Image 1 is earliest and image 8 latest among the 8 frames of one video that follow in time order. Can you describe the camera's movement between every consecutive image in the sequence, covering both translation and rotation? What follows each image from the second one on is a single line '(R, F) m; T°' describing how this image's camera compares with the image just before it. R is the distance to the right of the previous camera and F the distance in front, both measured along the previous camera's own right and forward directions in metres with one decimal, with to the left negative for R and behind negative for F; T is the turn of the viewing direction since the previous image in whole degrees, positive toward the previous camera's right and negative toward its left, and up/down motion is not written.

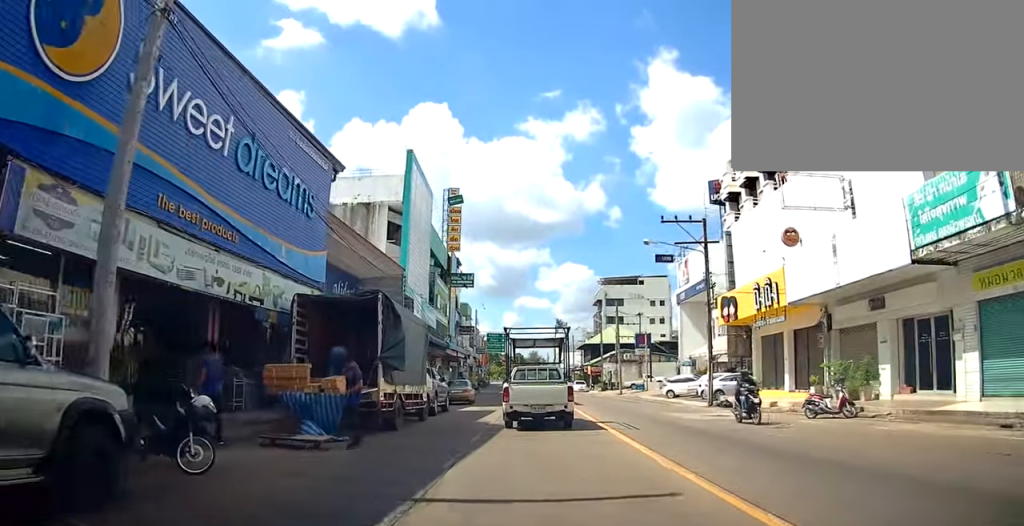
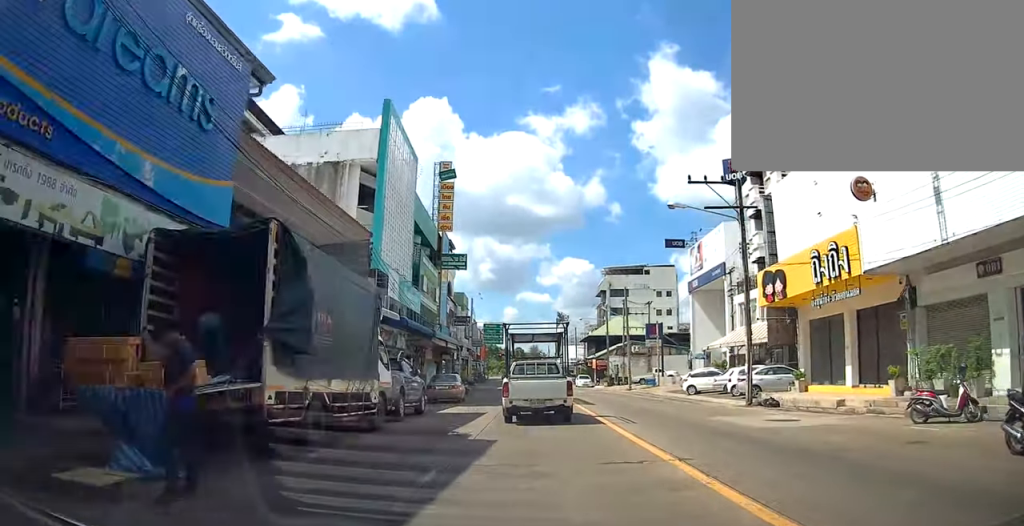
(0.0, +5.6) m; 0°
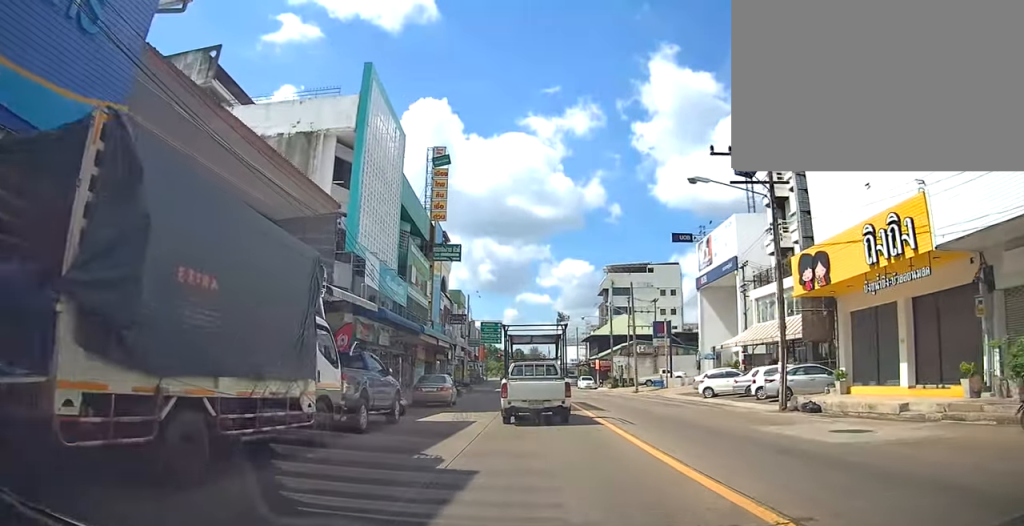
(0.0, +3.6) m; +2°
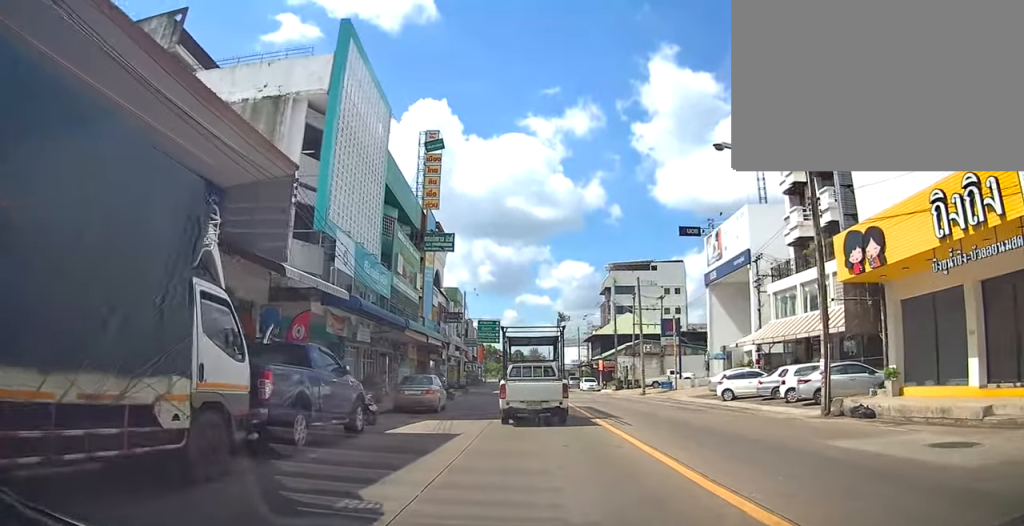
(-0.1, +3.6) m; +2°
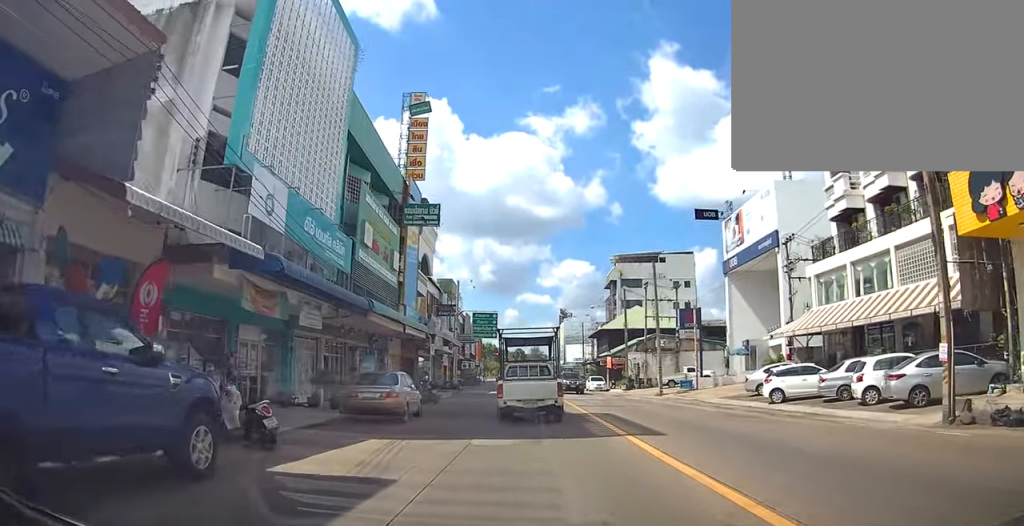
(+0.4, +6.2) m; +1°
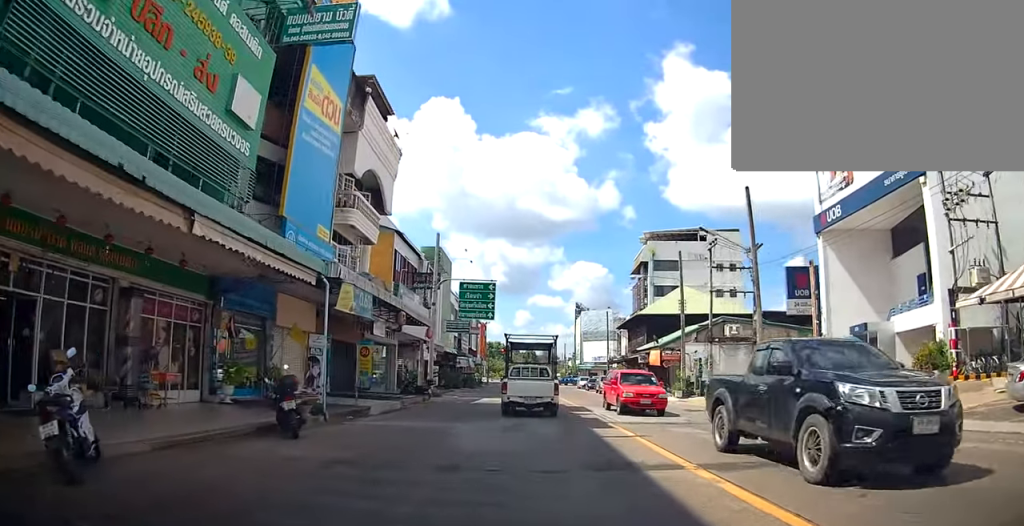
(0.0, +18.1) m; 0°
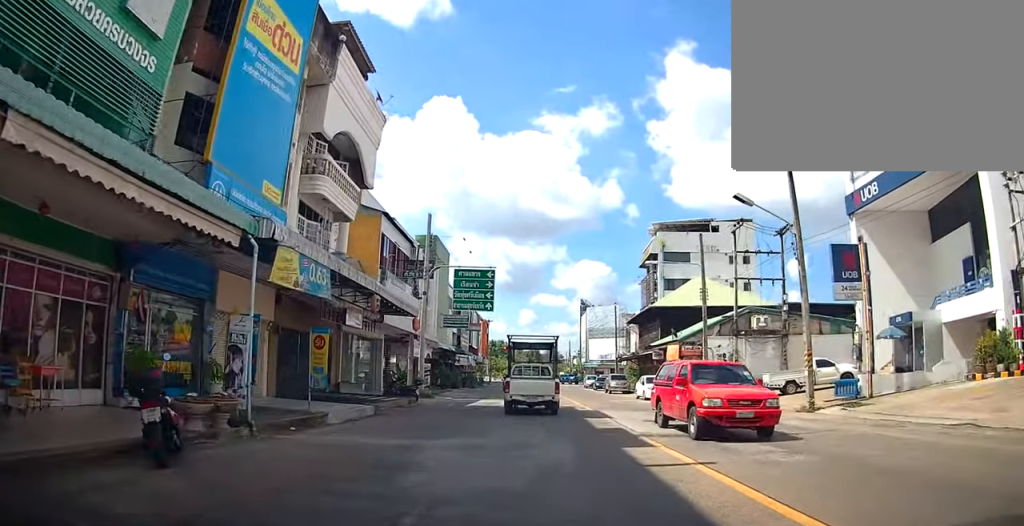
(0.0, +4.2) m; 0°
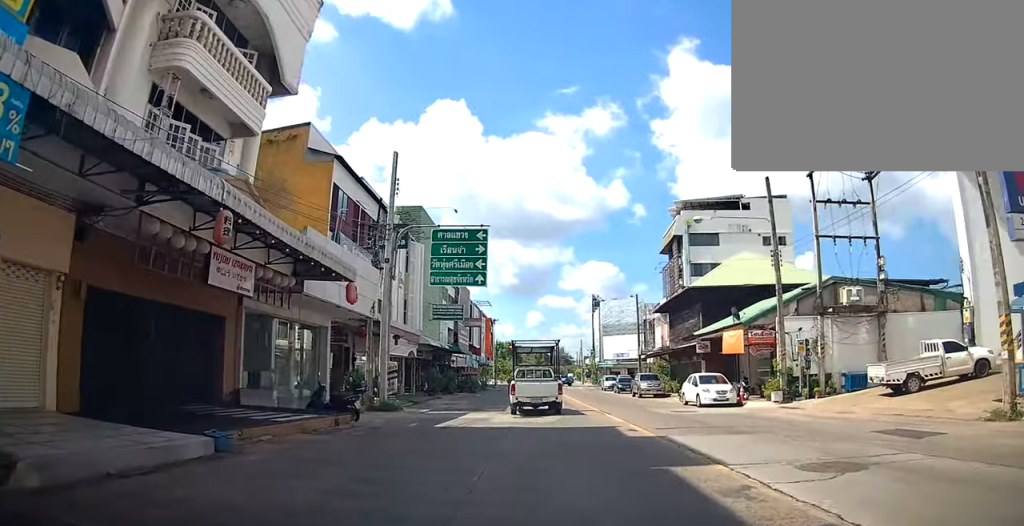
(-0.1, +9.8) m; 0°
